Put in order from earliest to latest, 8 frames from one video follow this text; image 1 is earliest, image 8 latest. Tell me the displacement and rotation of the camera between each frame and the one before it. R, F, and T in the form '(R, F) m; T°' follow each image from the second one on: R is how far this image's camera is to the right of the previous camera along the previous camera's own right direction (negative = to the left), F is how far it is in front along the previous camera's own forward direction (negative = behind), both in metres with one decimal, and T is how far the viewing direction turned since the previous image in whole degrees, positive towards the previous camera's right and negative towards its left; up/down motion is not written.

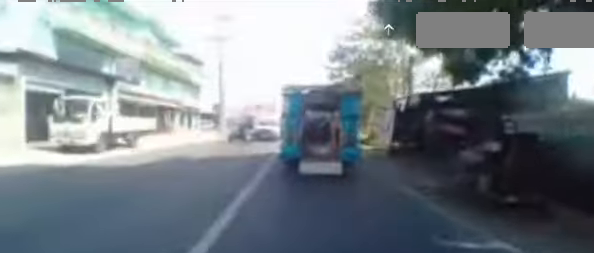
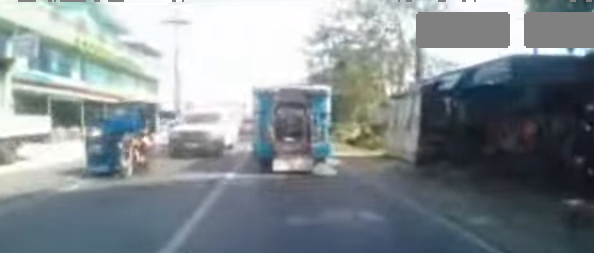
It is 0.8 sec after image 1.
(-0.2, +5.6) m; -1°
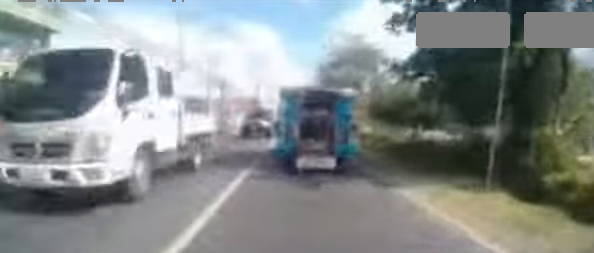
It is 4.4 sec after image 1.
(+0.2, +23.5) m; 0°
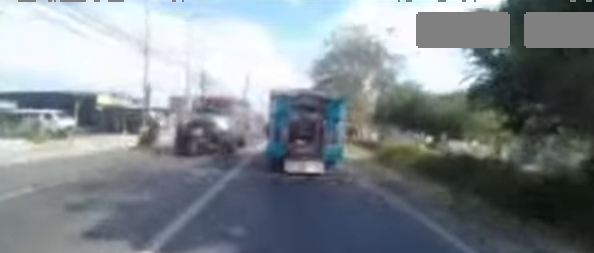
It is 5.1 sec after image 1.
(+0.4, +5.1) m; 0°
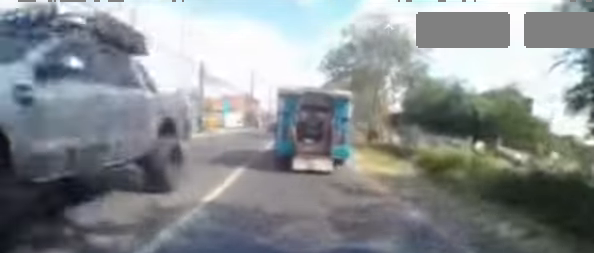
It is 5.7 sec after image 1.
(-0.1, +4.2) m; 0°
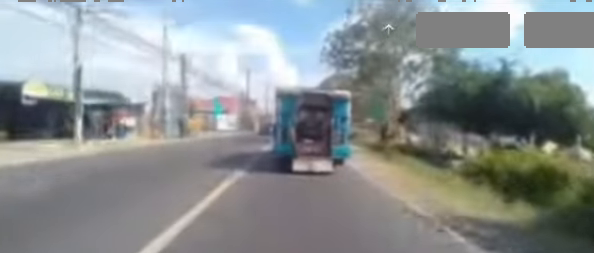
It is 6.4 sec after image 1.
(-0.2, +4.5) m; 0°
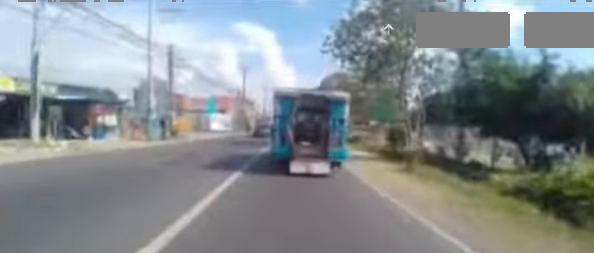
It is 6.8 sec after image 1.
(+0.2, +2.8) m; +2°
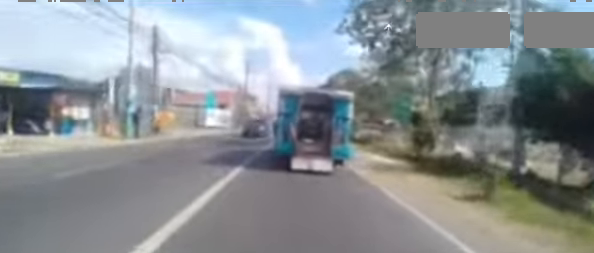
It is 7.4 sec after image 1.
(+0.1, +3.6) m; +2°
